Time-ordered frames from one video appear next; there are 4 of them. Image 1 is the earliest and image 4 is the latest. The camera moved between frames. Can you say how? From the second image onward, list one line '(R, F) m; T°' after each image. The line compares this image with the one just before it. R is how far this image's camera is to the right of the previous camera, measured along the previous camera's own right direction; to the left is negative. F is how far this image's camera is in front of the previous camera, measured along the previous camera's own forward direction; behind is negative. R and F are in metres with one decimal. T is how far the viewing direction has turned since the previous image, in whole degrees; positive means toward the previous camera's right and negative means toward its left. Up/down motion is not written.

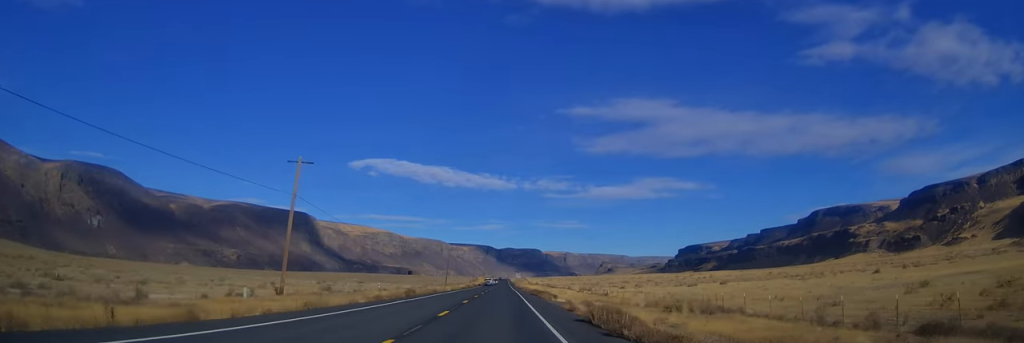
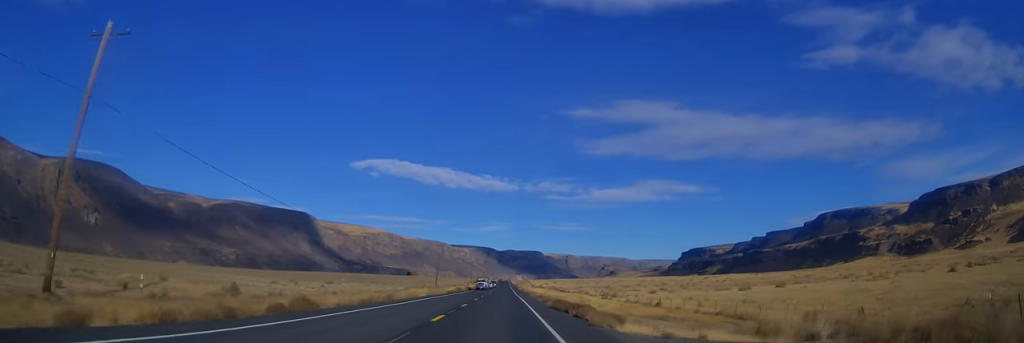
(-0.2, +26.5) m; 0°
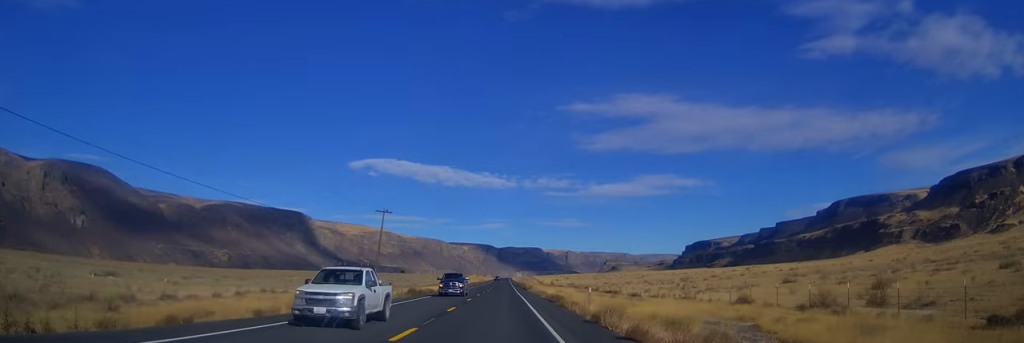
(+0.7, +68.0) m; 0°
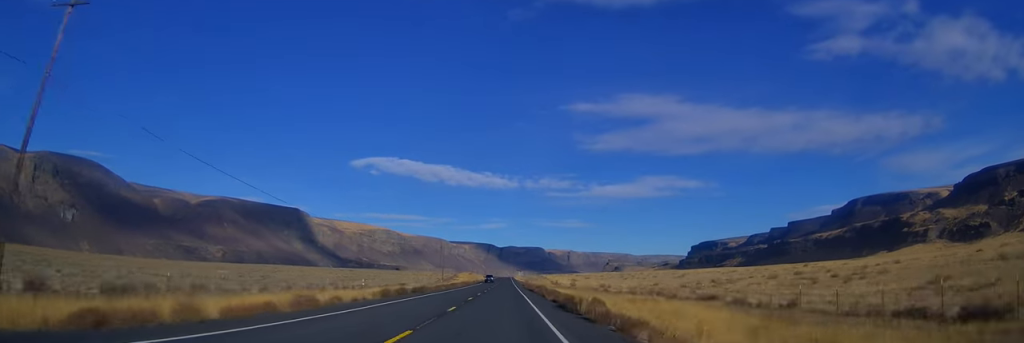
(+0.1, +62.2) m; 0°
